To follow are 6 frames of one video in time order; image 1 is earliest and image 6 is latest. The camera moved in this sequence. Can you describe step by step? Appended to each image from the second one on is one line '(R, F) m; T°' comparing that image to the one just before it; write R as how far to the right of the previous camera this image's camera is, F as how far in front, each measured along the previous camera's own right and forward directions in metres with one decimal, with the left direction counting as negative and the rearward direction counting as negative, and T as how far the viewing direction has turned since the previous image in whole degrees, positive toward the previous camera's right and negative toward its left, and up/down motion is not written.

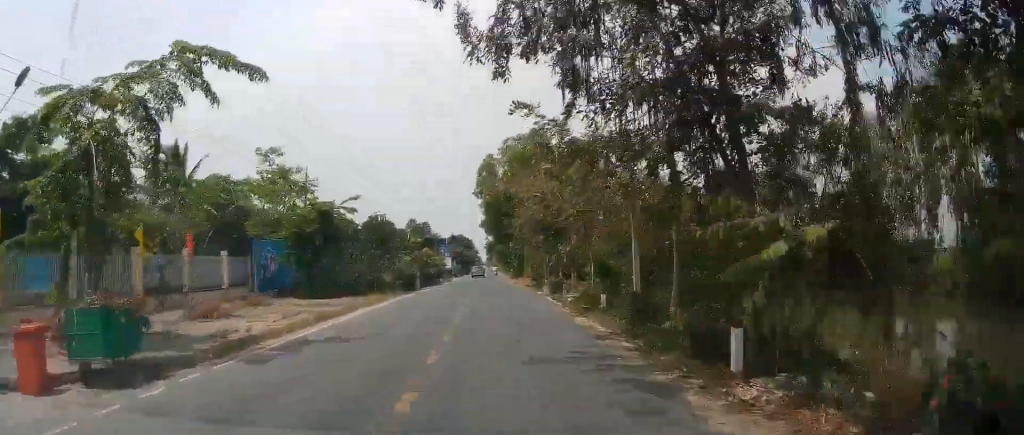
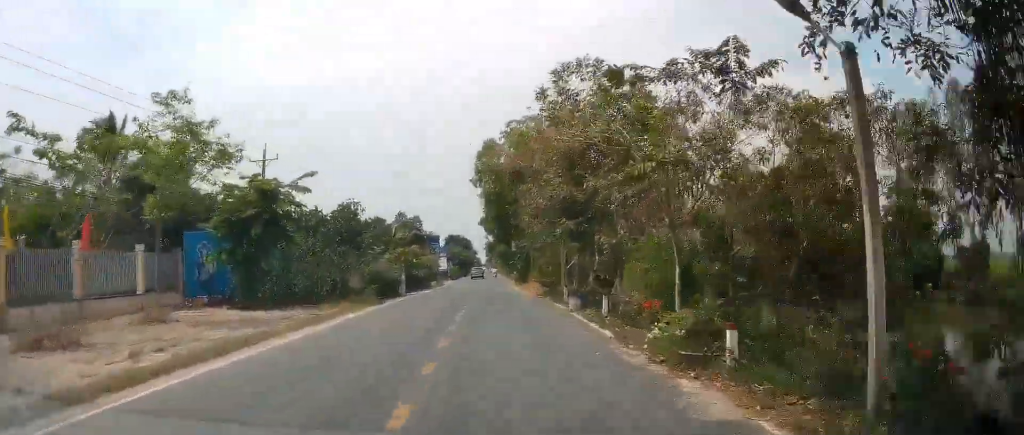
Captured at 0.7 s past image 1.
(0.0, +10.1) m; +1°
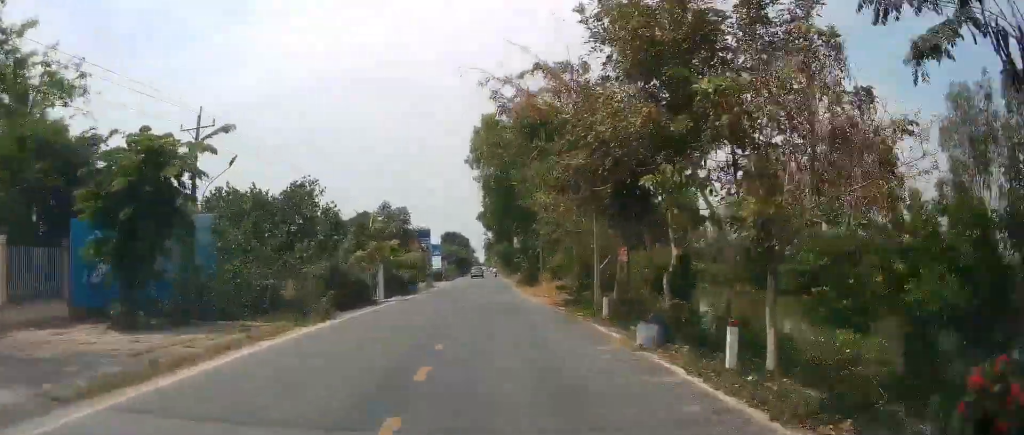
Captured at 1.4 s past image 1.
(-0.1, +9.8) m; +1°
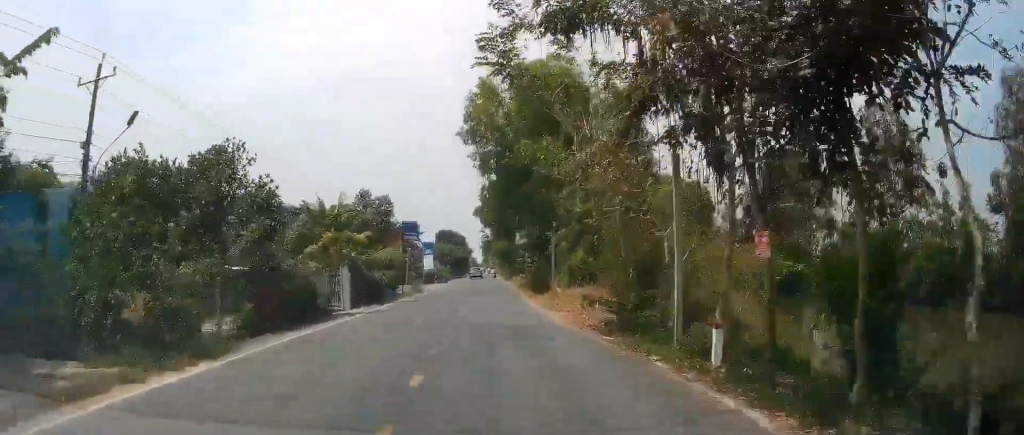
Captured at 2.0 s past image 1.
(+0.3, +9.0) m; 0°
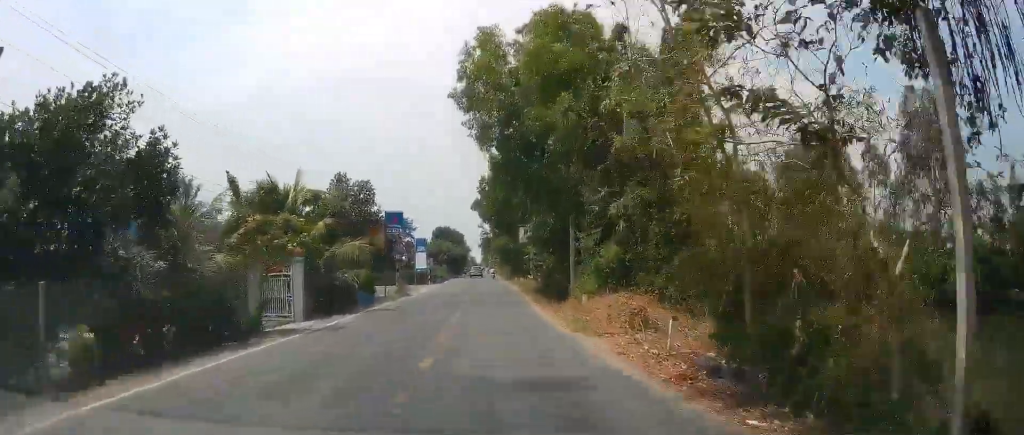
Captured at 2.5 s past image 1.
(+0.1, +7.8) m; 0°
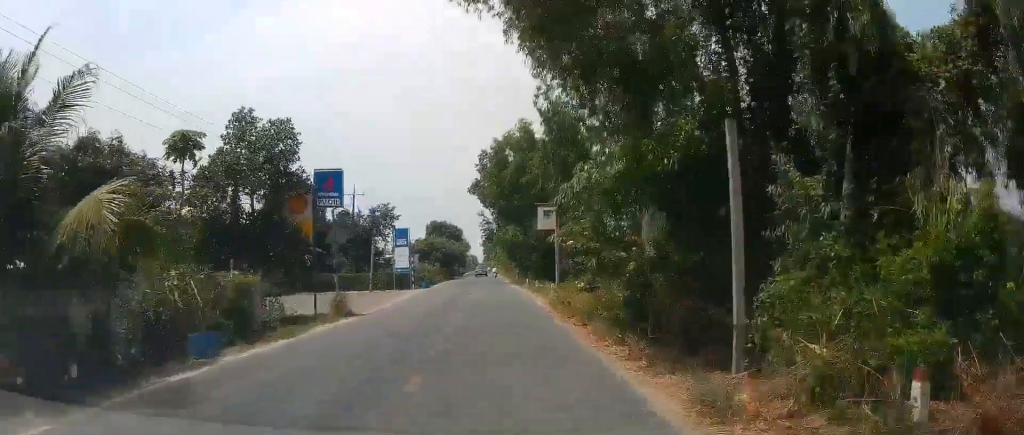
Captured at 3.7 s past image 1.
(-0.4, +17.0) m; -1°
